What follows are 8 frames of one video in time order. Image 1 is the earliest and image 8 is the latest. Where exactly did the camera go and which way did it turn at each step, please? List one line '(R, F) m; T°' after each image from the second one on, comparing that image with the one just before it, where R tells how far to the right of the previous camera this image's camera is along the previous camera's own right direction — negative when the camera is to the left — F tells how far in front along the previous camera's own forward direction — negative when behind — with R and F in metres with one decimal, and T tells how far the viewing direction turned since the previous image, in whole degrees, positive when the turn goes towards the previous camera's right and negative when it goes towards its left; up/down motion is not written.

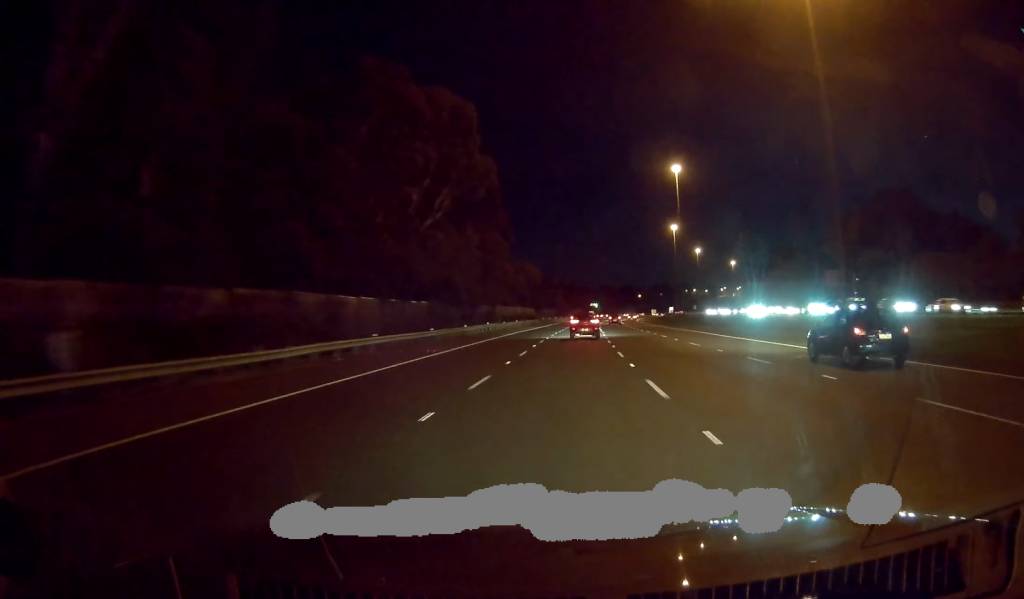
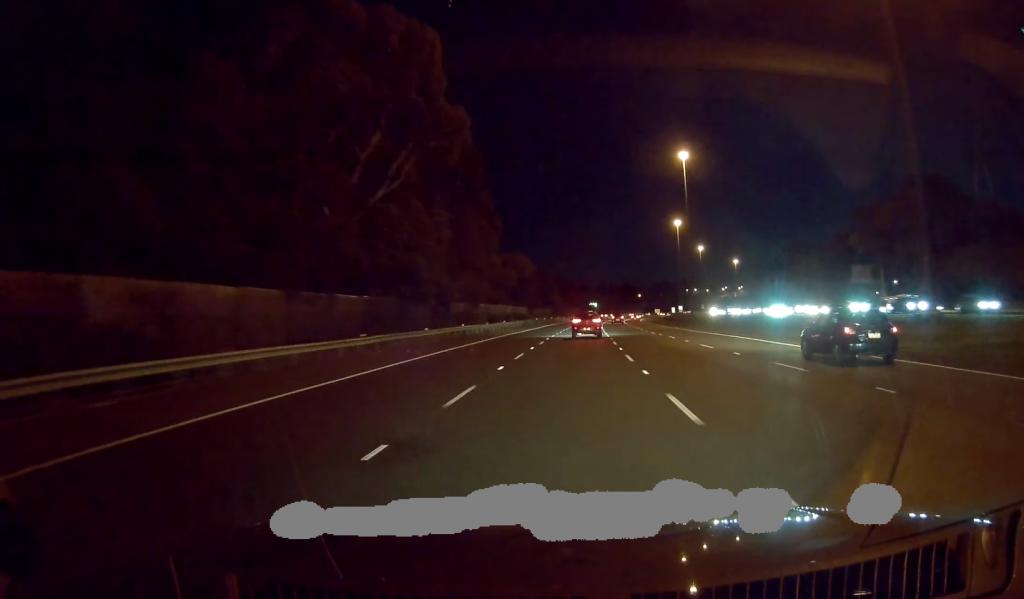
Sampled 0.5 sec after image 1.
(+0.1, +13.6) m; 0°
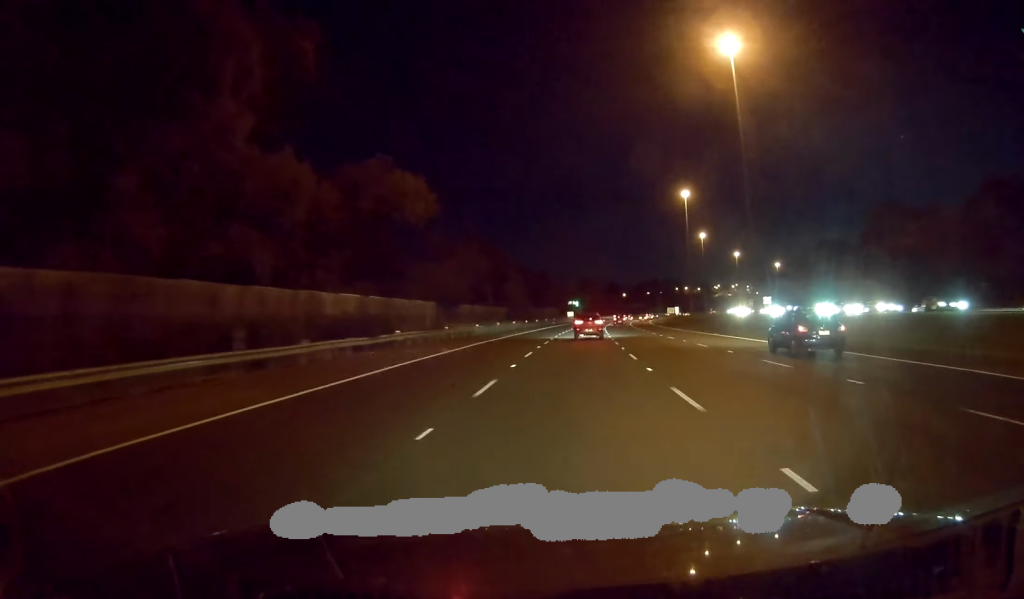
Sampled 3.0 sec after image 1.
(+1.3, +69.2) m; +2°
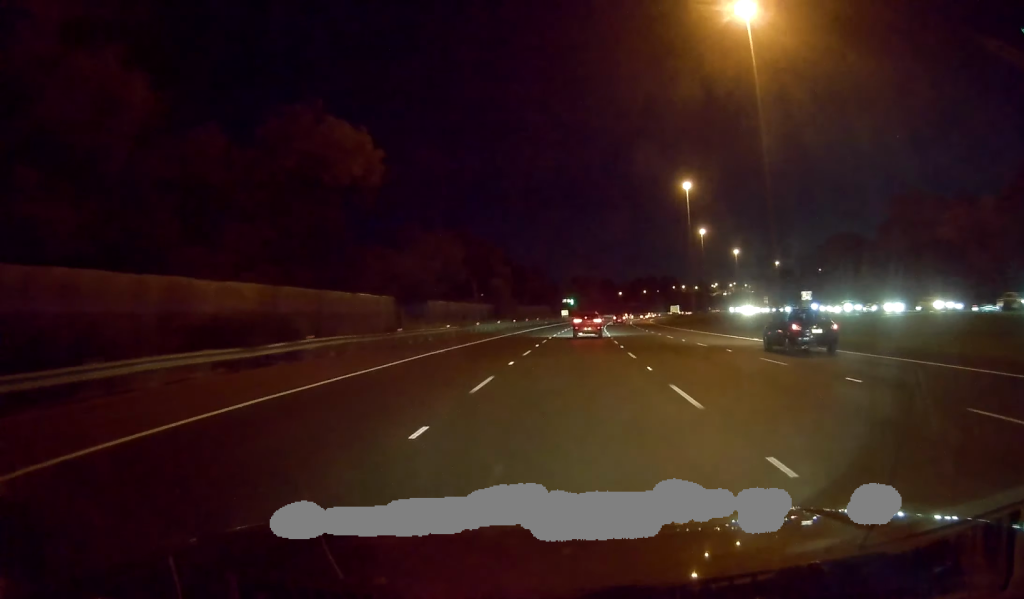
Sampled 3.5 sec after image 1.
(-0.2, +11.8) m; 0°
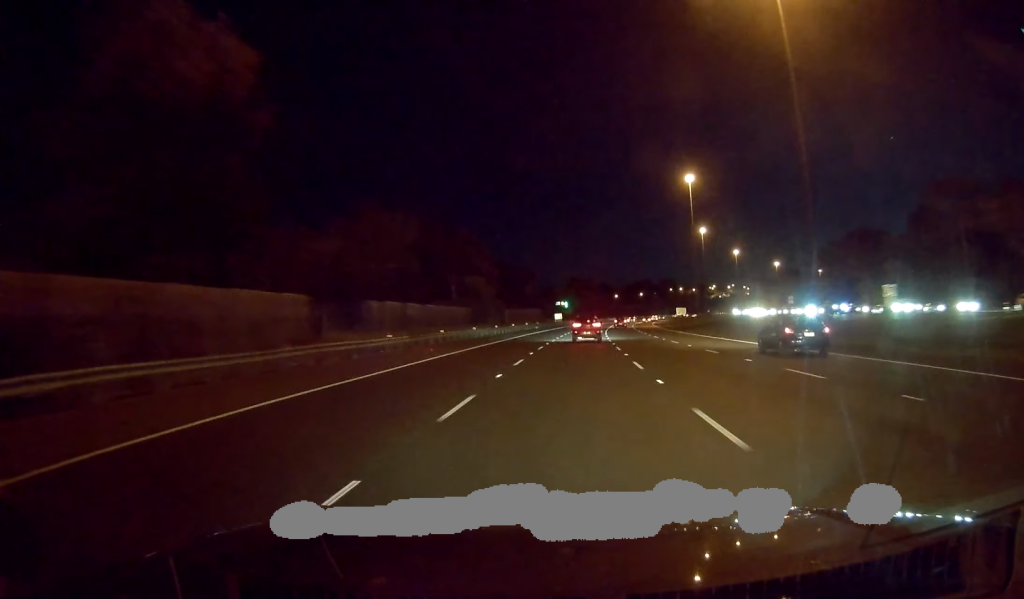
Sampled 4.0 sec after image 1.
(+0.2, +14.5) m; +1°
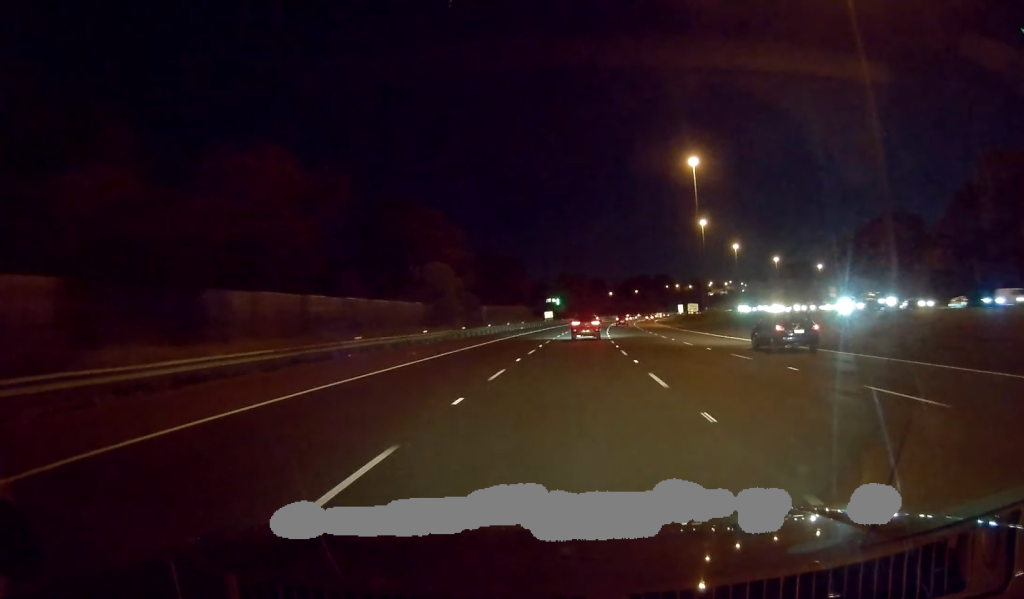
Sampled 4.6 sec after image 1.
(+0.2, +17.3) m; +1°
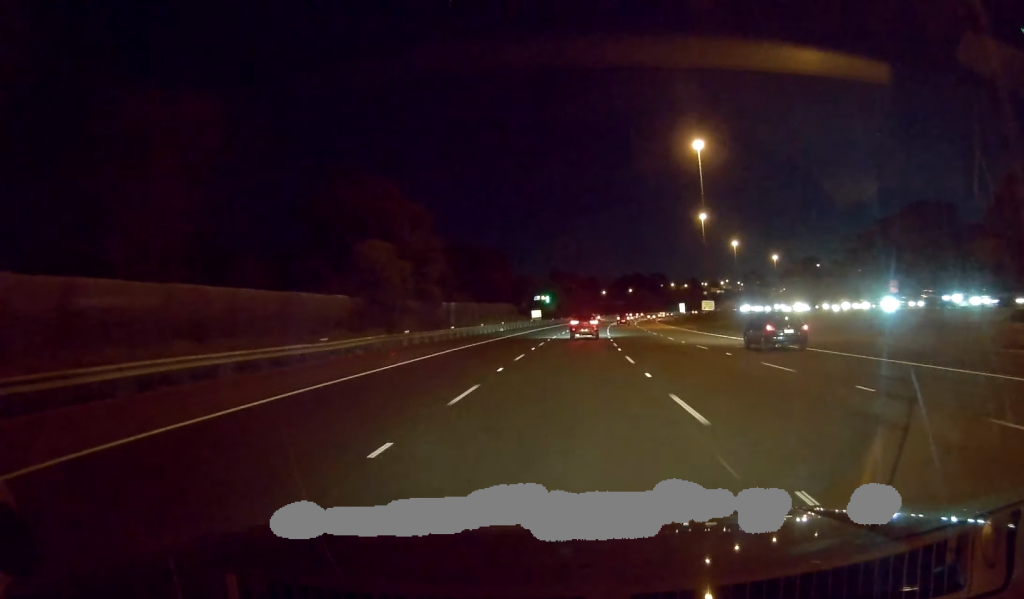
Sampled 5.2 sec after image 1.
(+0.1, +16.4) m; 0°
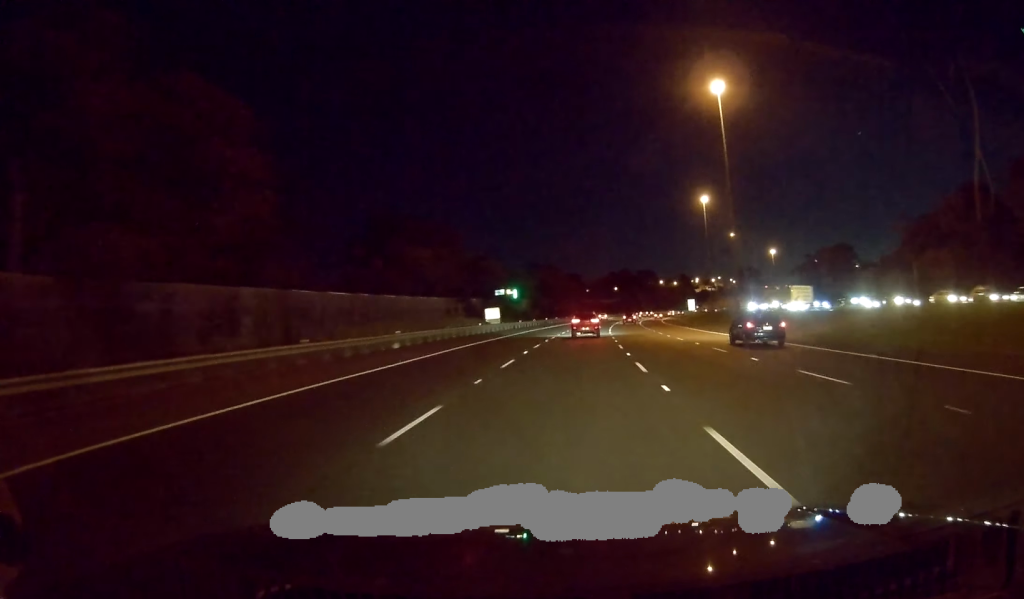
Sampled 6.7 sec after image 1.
(+0.1, +39.1) m; +1°
